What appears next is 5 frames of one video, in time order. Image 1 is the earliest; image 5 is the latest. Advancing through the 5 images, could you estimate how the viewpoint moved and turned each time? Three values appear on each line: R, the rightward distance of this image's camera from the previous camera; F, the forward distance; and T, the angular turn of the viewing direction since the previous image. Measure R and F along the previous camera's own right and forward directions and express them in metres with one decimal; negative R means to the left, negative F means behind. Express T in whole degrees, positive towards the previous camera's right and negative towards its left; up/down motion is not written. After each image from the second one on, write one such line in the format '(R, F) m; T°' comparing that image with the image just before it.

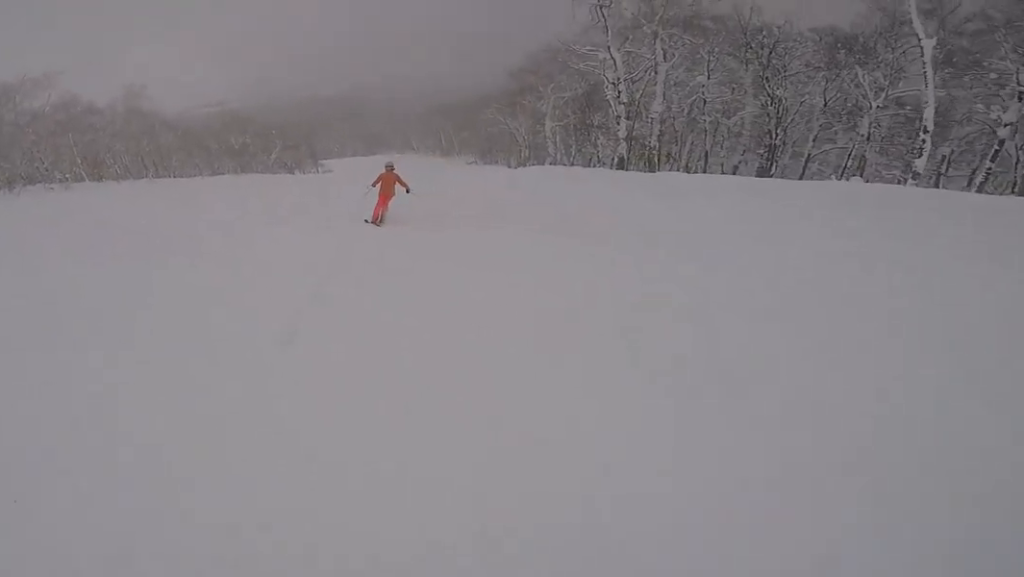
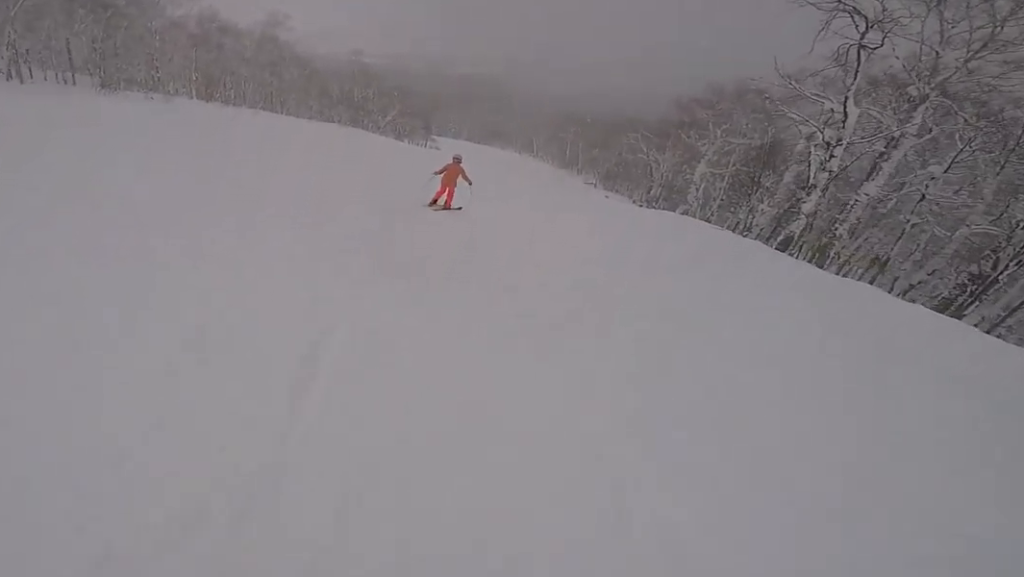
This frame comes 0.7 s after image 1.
(0.0, +5.1) m; 0°
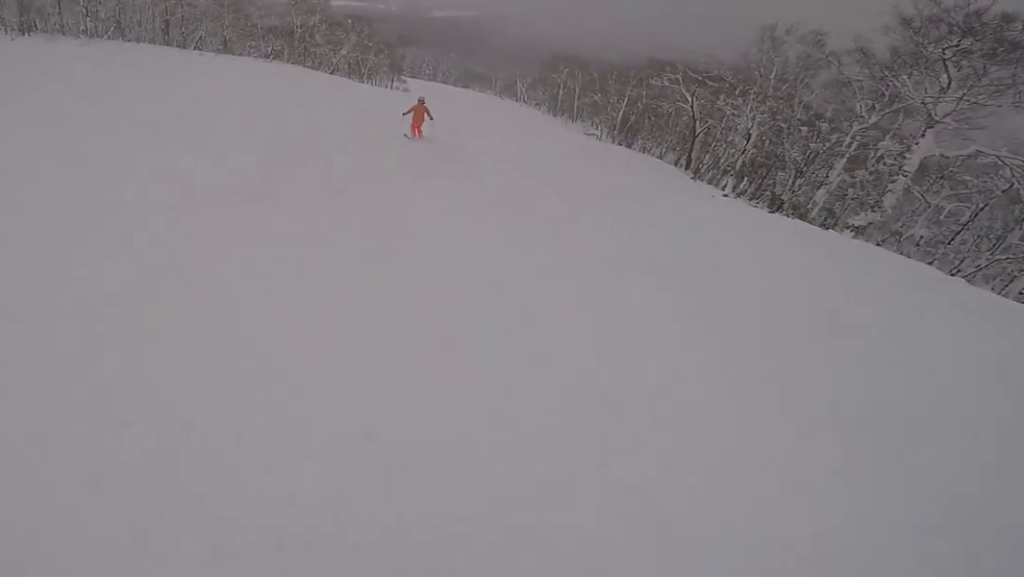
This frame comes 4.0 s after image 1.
(-1.2, +25.9) m; -8°
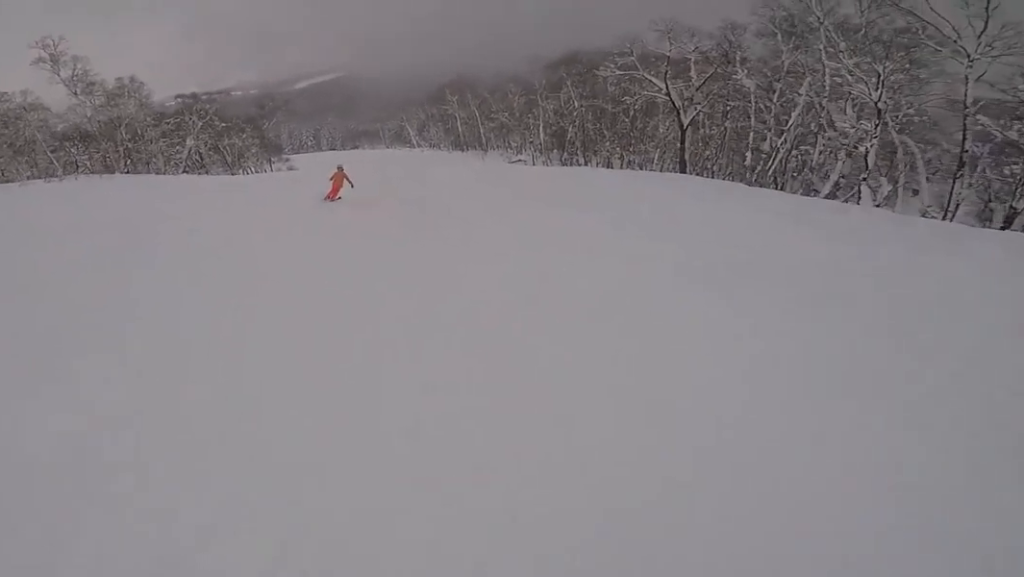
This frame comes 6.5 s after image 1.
(+3.2, +22.1) m; +14°
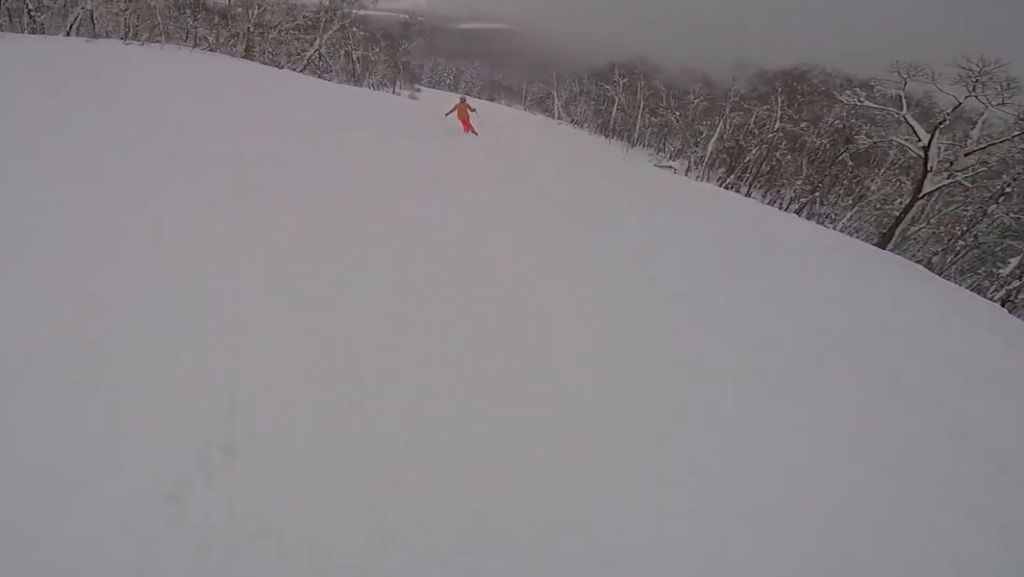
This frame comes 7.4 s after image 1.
(0.0, +8.2) m; -8°
